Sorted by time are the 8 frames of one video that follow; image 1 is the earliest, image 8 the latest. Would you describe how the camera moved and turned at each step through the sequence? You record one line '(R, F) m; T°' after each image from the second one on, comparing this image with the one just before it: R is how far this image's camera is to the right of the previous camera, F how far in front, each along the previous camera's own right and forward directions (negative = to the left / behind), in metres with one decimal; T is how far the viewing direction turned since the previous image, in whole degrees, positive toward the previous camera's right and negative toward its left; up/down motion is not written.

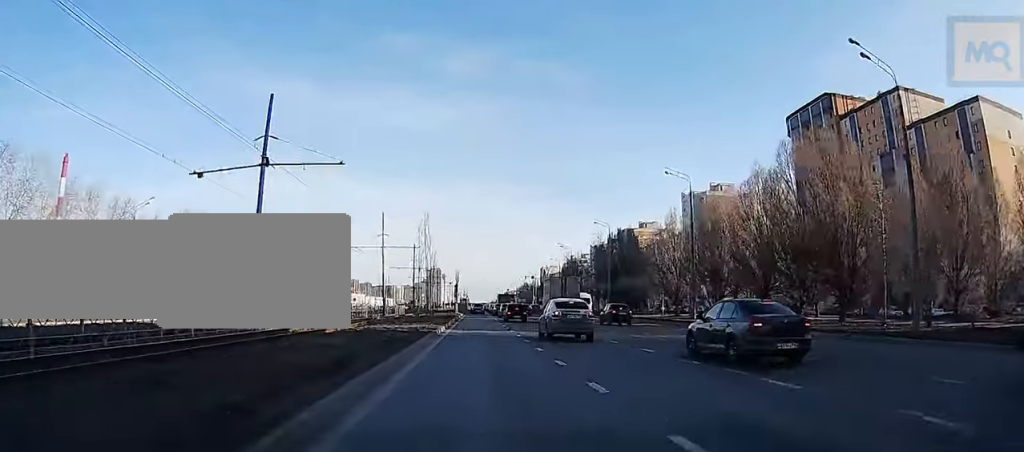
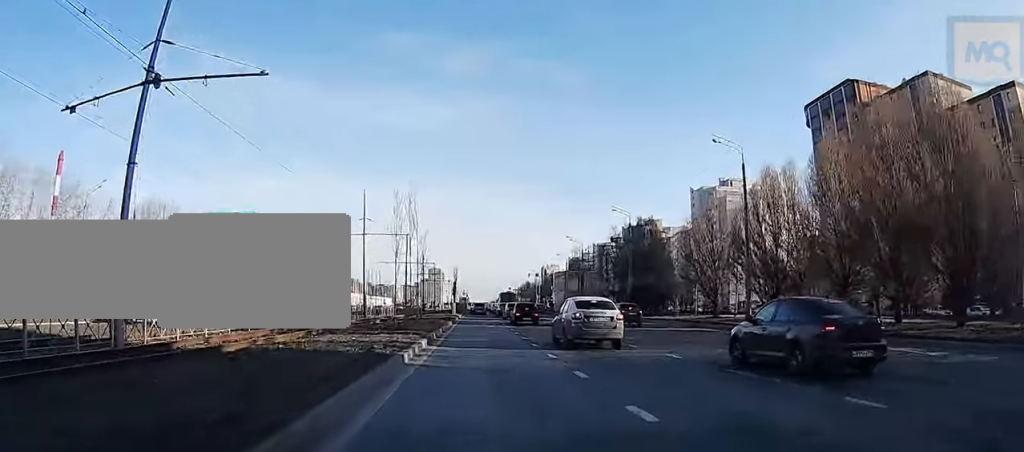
(+0.1, +11.6) m; 0°
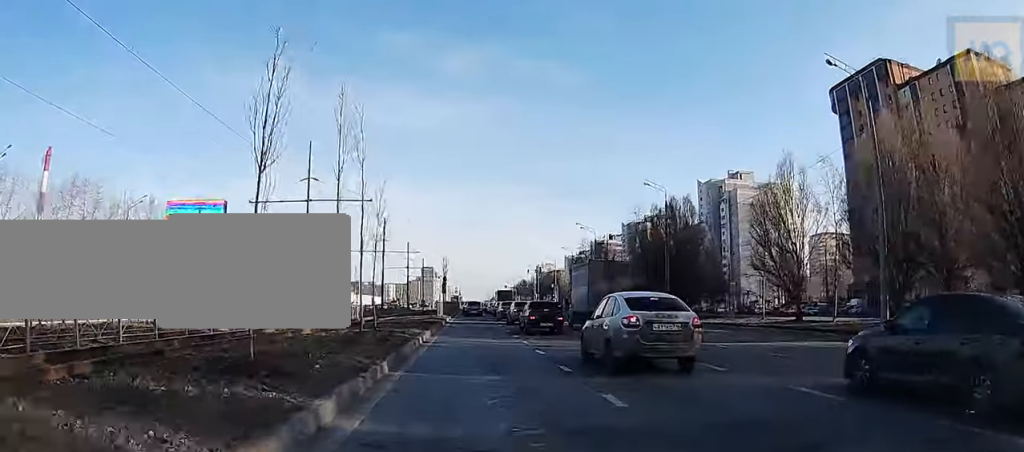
(0.0, +16.7) m; 0°
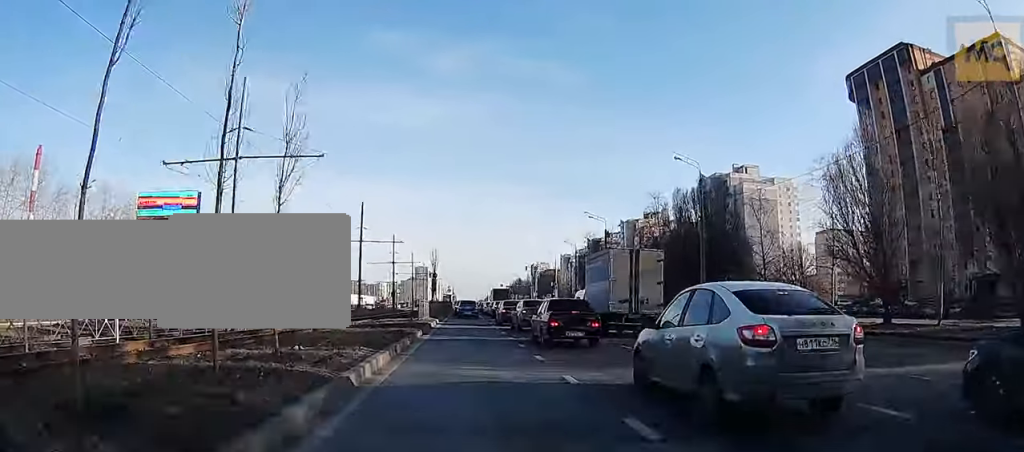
(-0.1, +10.5) m; 0°
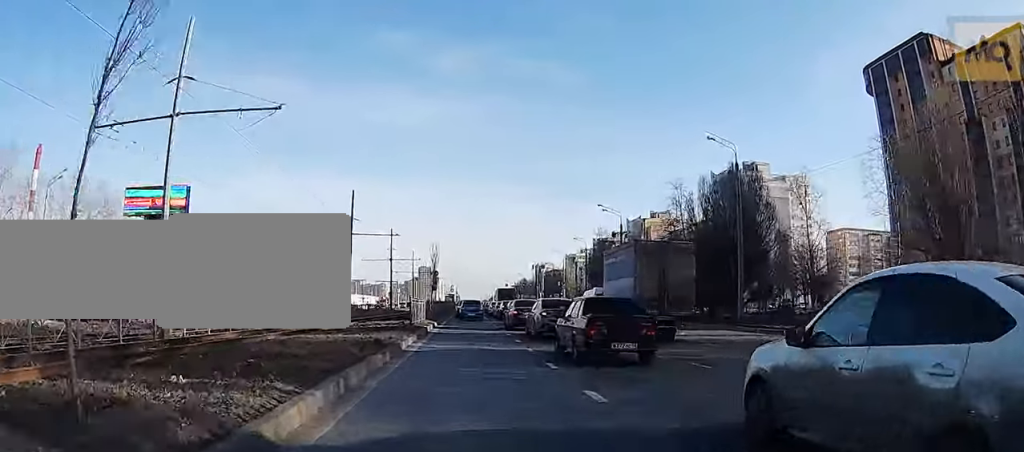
(0.0, +6.7) m; 0°
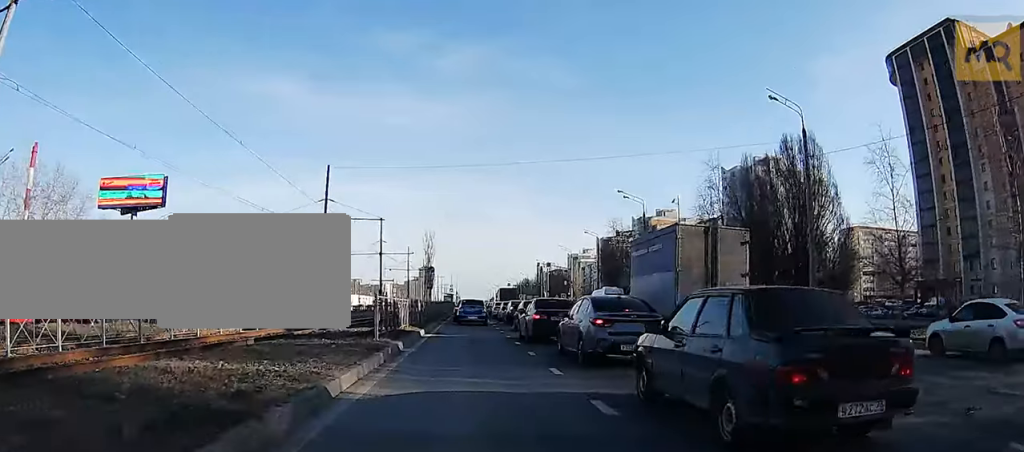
(0.0, +8.6) m; +2°
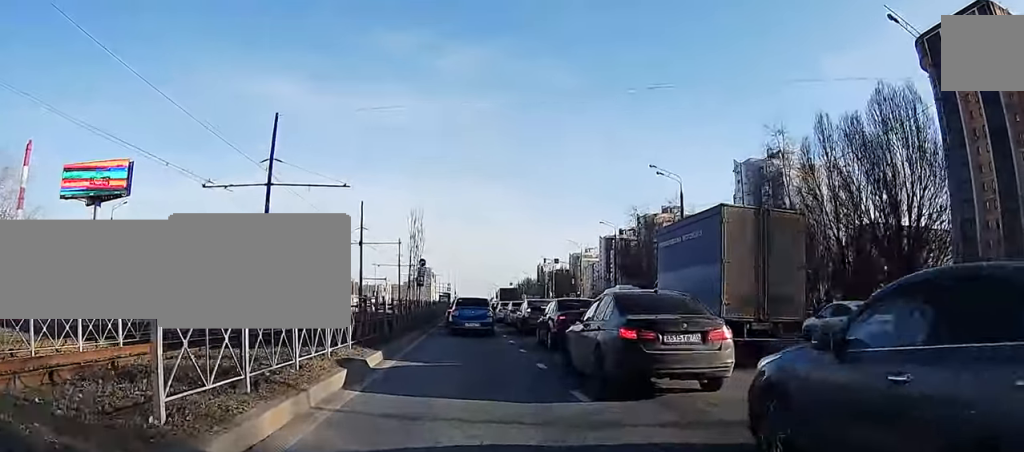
(+0.4, +5.3) m; +2°
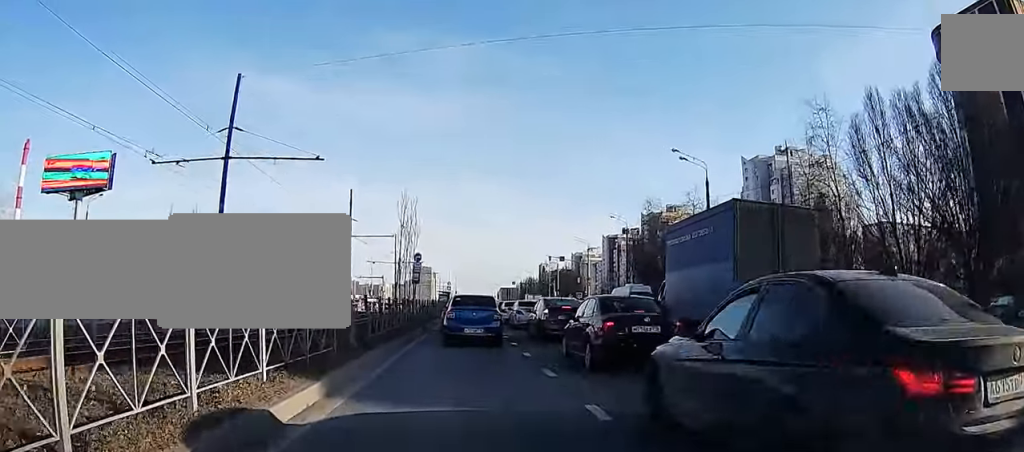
(-0.3, +5.3) m; -3°
